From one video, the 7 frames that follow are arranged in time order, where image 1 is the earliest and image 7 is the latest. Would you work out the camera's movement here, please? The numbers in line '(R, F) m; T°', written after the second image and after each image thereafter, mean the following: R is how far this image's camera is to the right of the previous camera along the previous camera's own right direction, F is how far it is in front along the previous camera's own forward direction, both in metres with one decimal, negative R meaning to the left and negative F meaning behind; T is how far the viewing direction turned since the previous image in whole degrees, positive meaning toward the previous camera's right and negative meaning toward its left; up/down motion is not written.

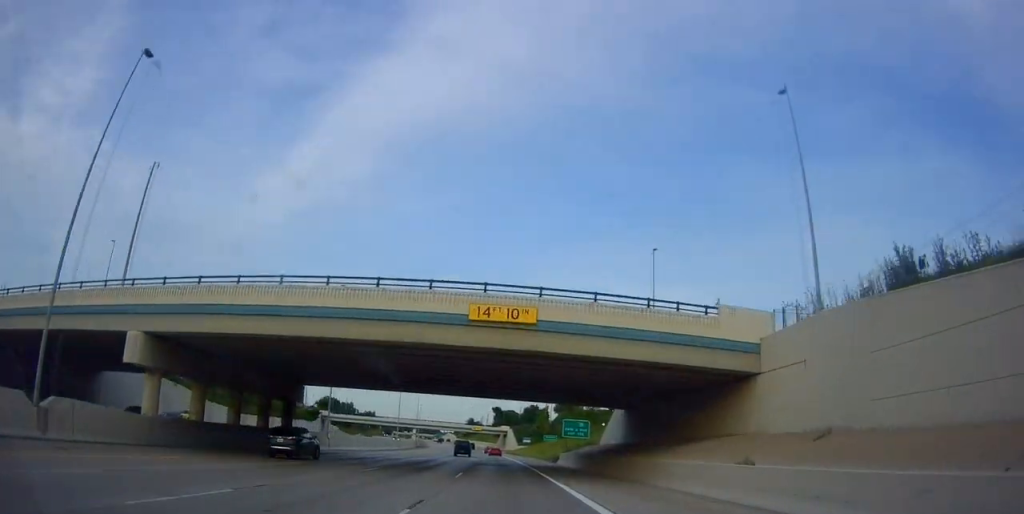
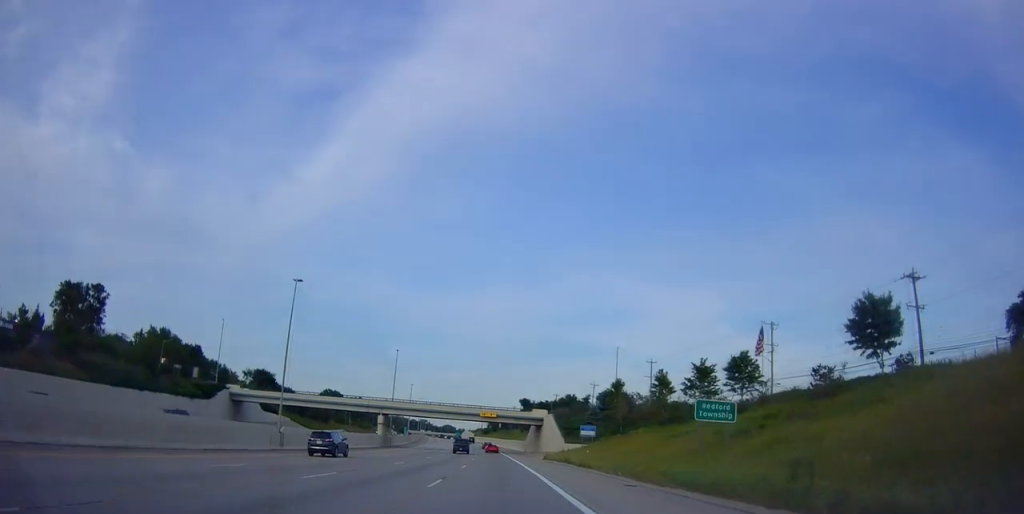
(-1.0, +67.6) m; -3°
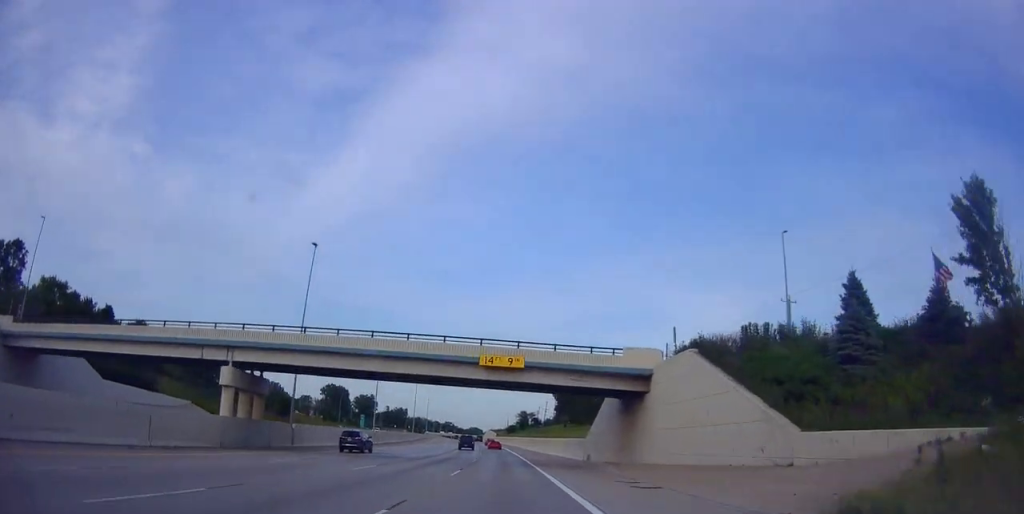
(-2.1, +57.0) m; -4°
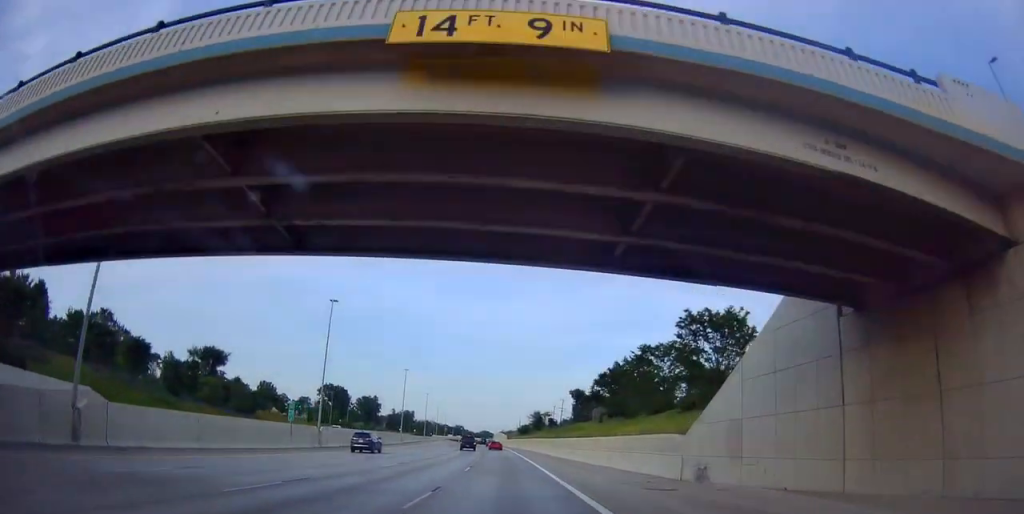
(-0.3, +27.6) m; 0°
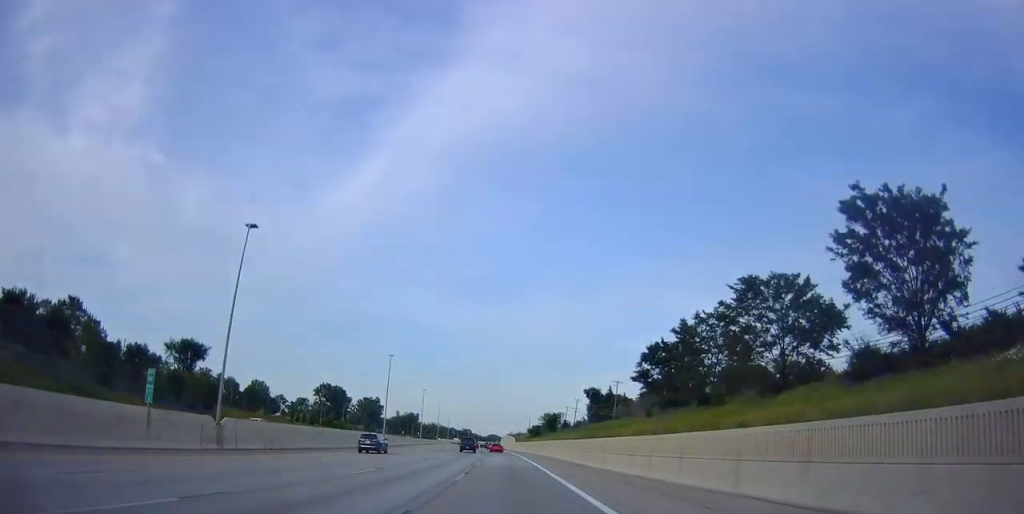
(+0.5, +20.9) m; +1°
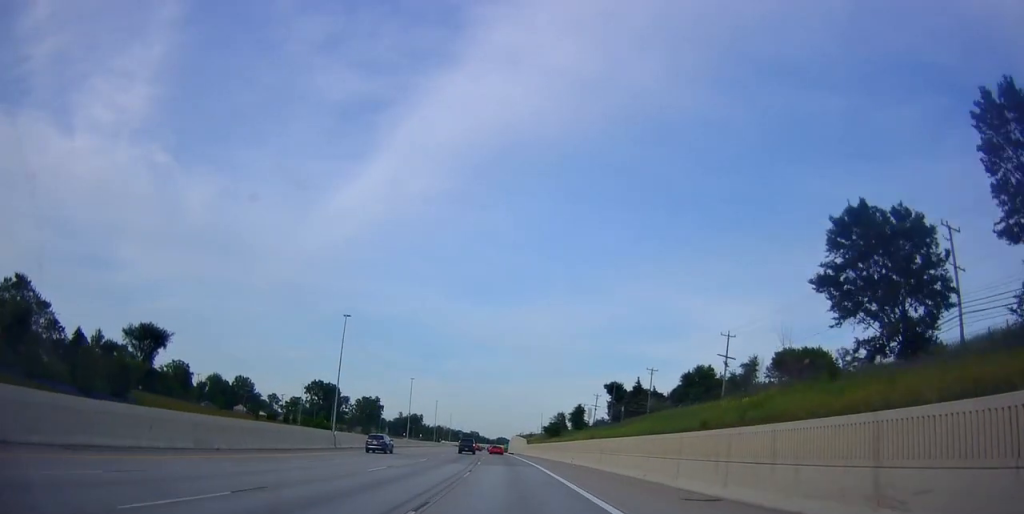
(-0.3, +28.8) m; -2°
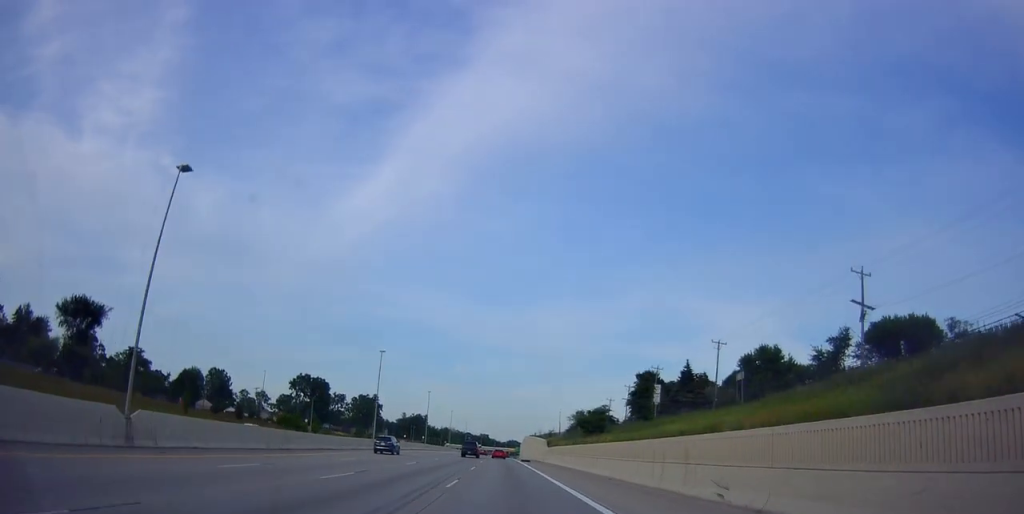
(-0.7, +35.4) m; -1°
